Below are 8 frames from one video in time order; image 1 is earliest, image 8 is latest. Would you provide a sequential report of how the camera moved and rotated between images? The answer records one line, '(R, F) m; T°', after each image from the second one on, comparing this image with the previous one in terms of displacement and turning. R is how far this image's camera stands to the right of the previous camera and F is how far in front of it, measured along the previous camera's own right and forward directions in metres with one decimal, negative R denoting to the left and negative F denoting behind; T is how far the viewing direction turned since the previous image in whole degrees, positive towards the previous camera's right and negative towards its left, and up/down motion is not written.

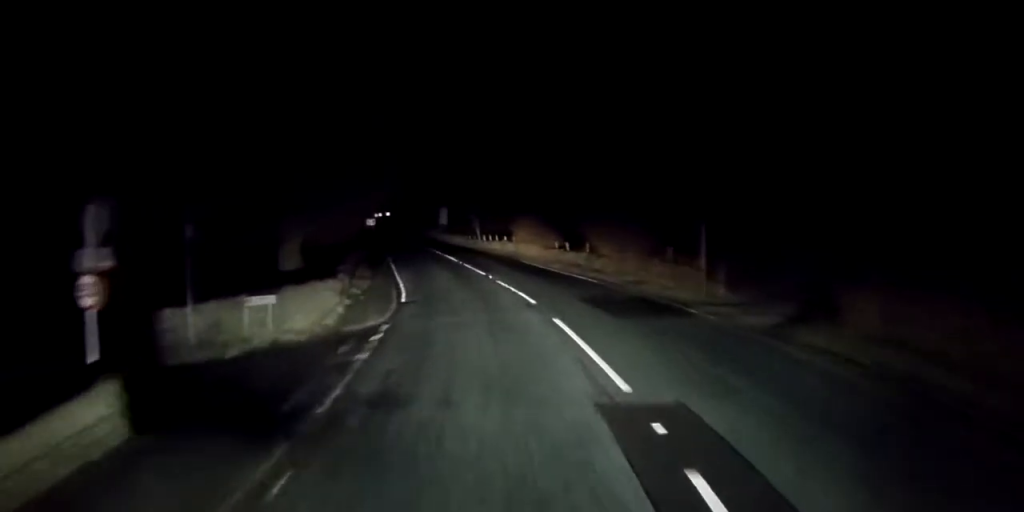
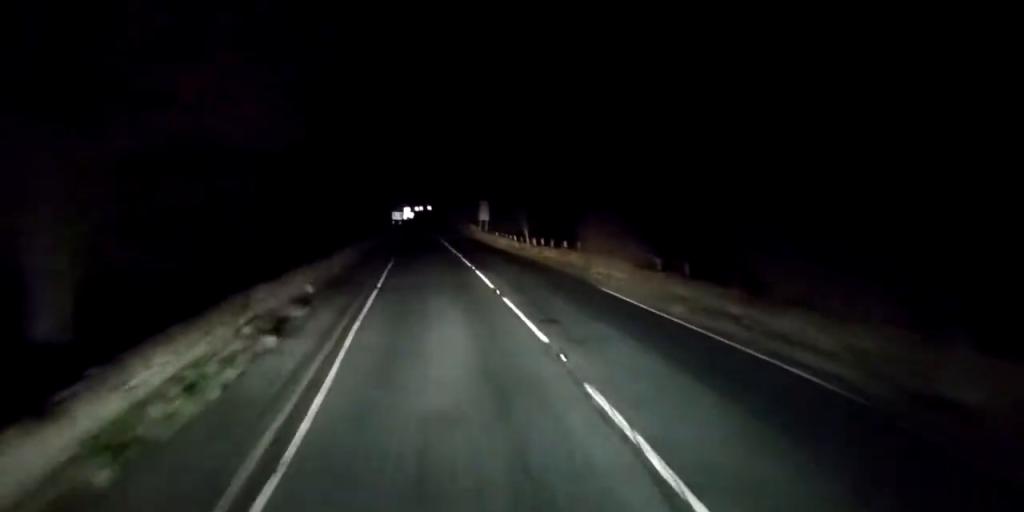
(-0.3, +16.5) m; +3°
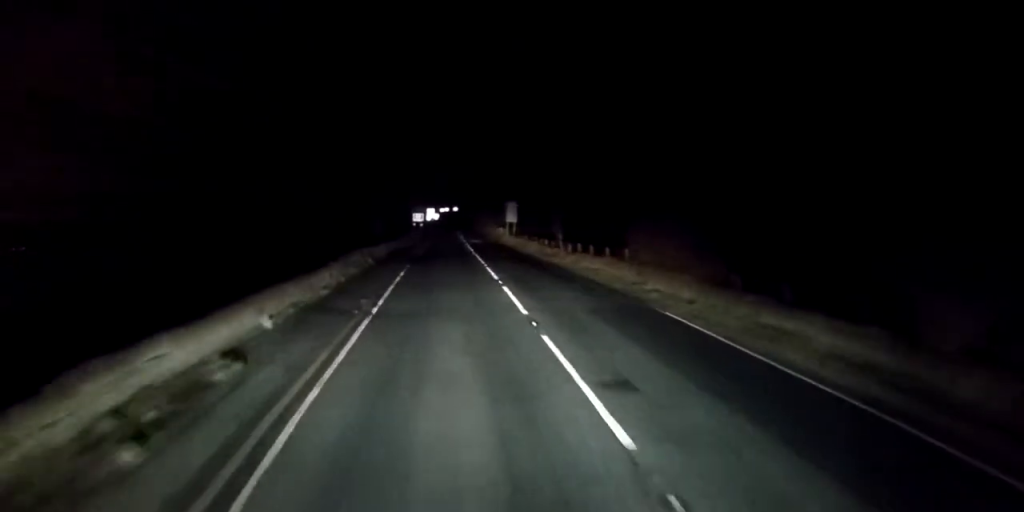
(+0.1, +5.6) m; 0°
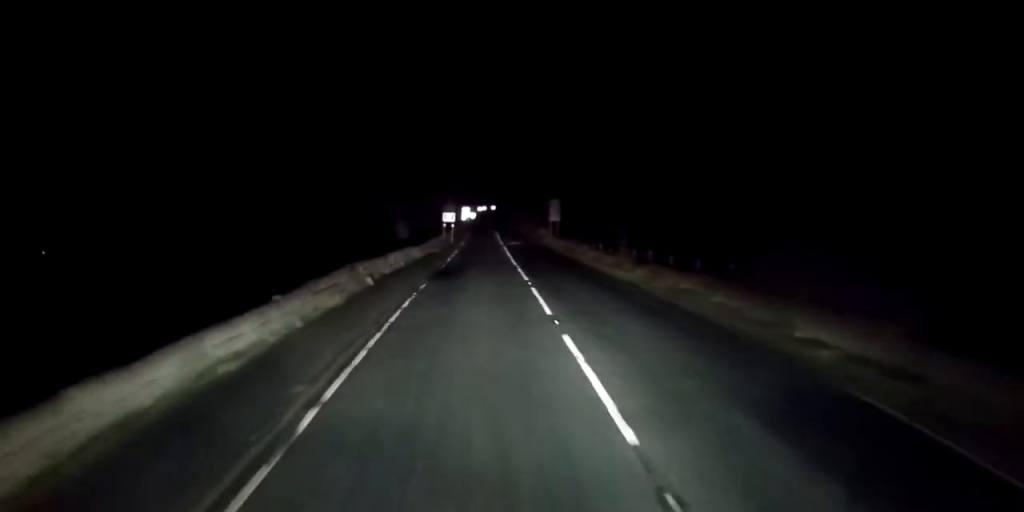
(0.0, +9.0) m; 0°
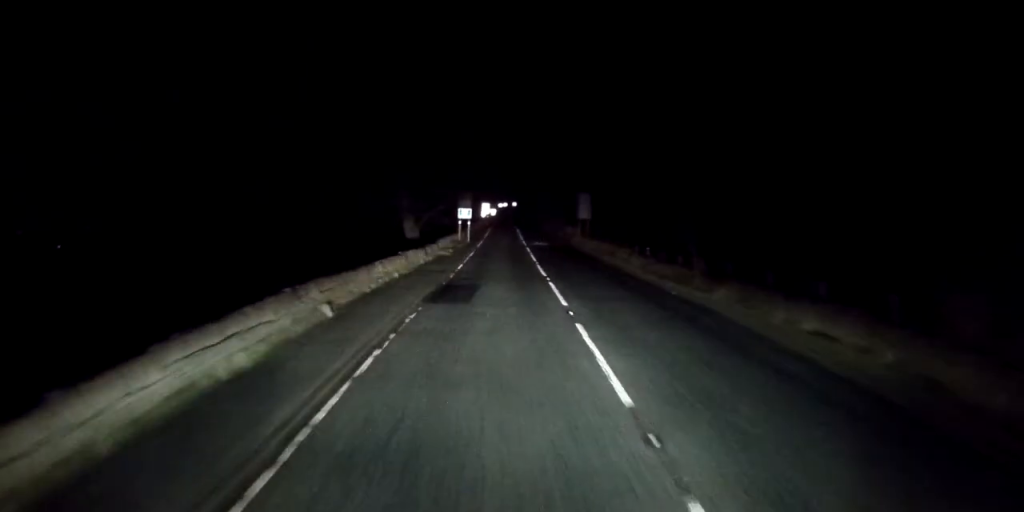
(0.0, +7.8) m; 0°
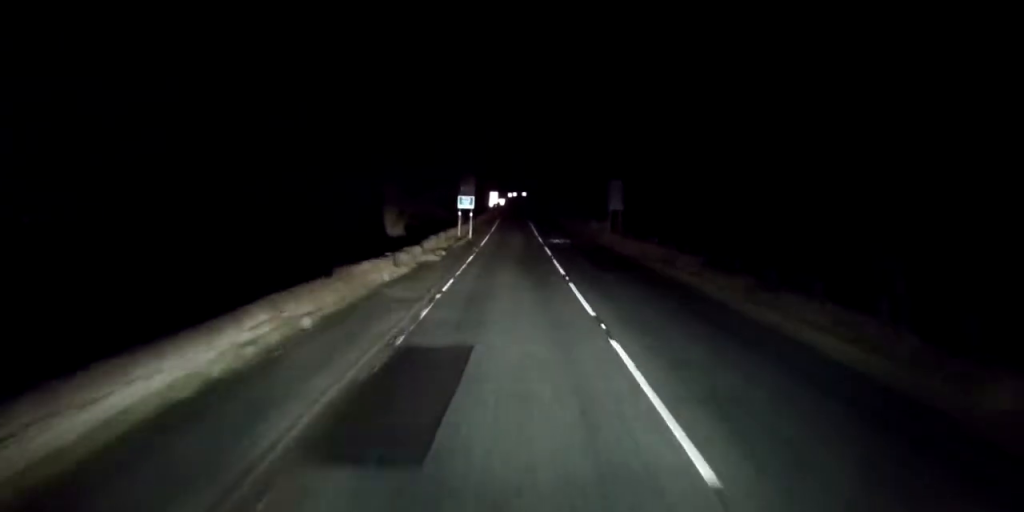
(0.0, +11.6) m; 0°
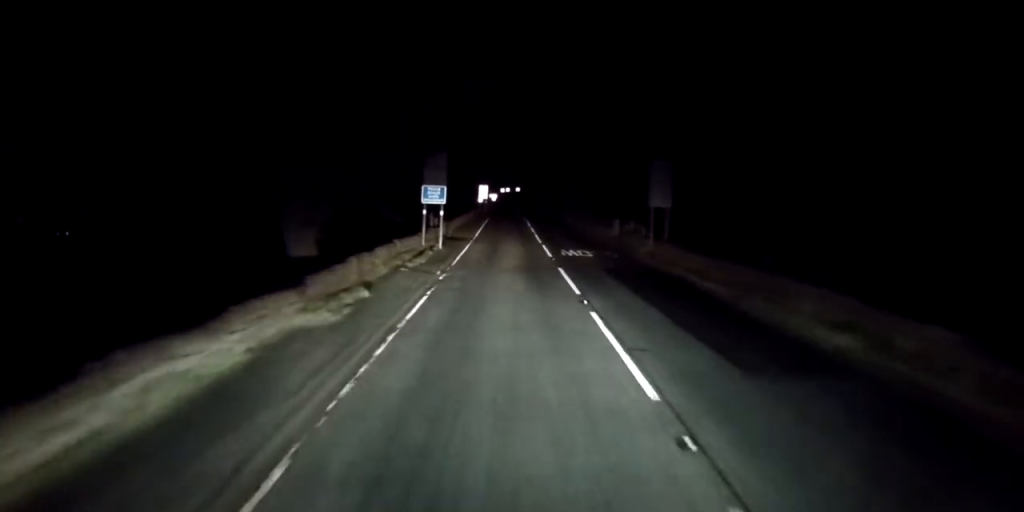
(0.0, +16.3) m; 0°
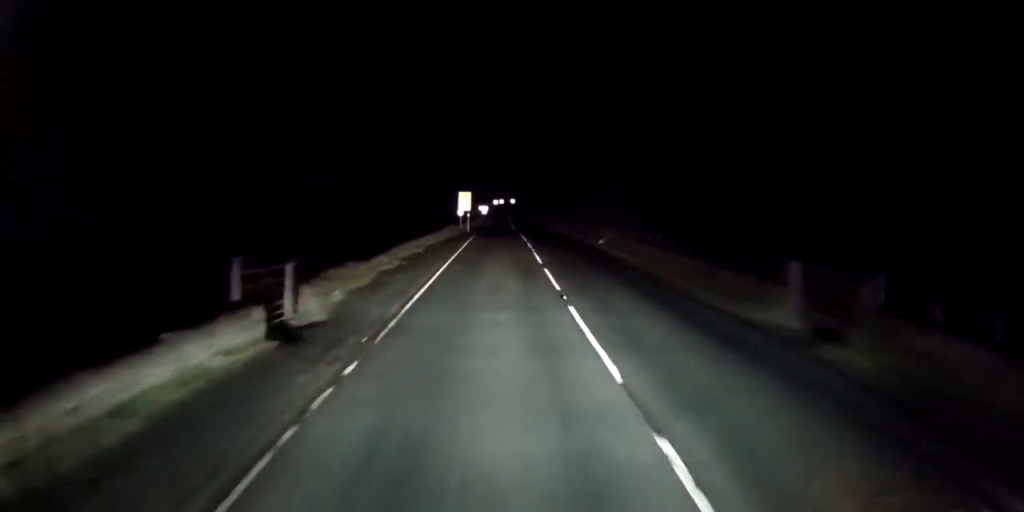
(+0.1, +28.6) m; 0°
